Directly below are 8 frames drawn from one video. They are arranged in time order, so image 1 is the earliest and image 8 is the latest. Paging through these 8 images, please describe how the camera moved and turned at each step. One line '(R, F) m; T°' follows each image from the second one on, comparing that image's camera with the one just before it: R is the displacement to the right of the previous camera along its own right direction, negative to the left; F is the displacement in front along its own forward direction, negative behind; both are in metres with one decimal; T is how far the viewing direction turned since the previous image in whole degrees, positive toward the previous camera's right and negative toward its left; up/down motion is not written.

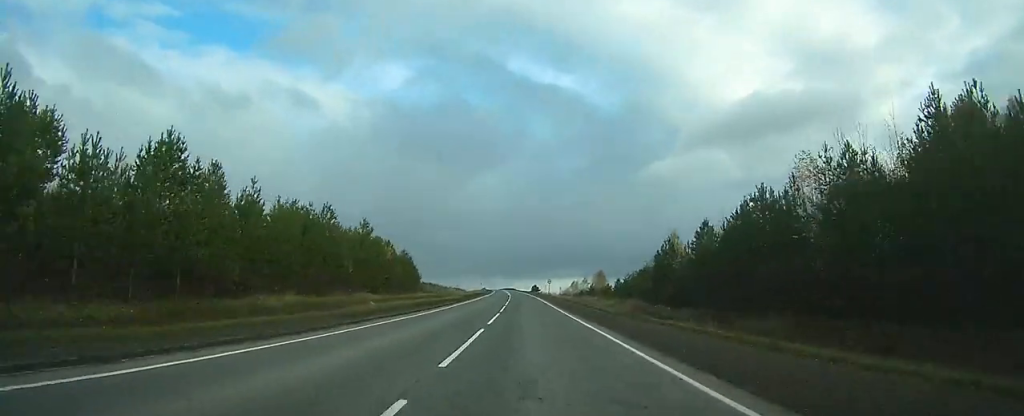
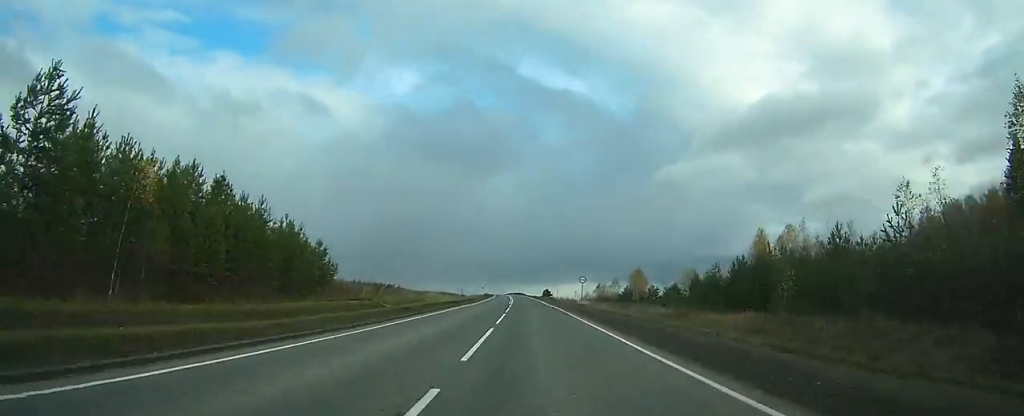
(-0.5, +47.4) m; -1°
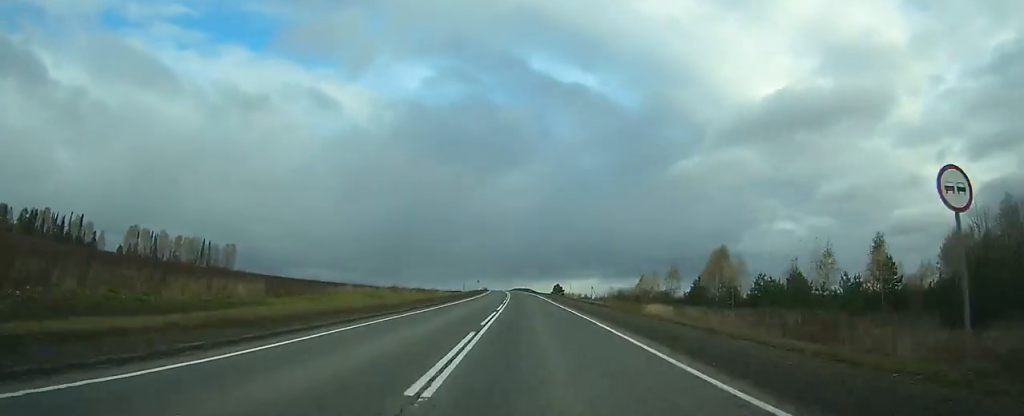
(-0.4, +53.1) m; -1°
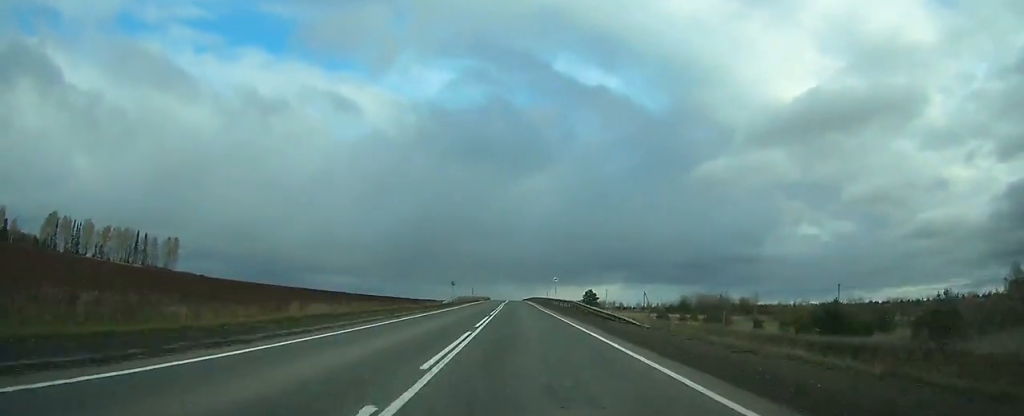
(-1.3, +94.8) m; -2°
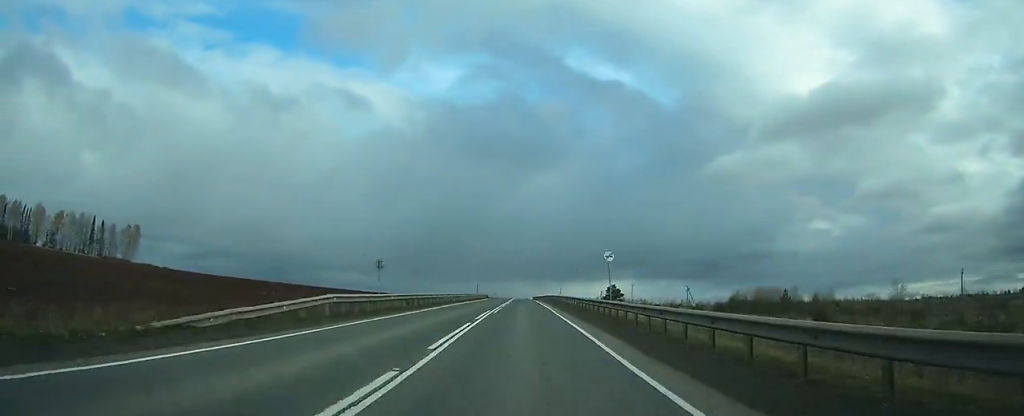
(-0.5, +45.7) m; -1°
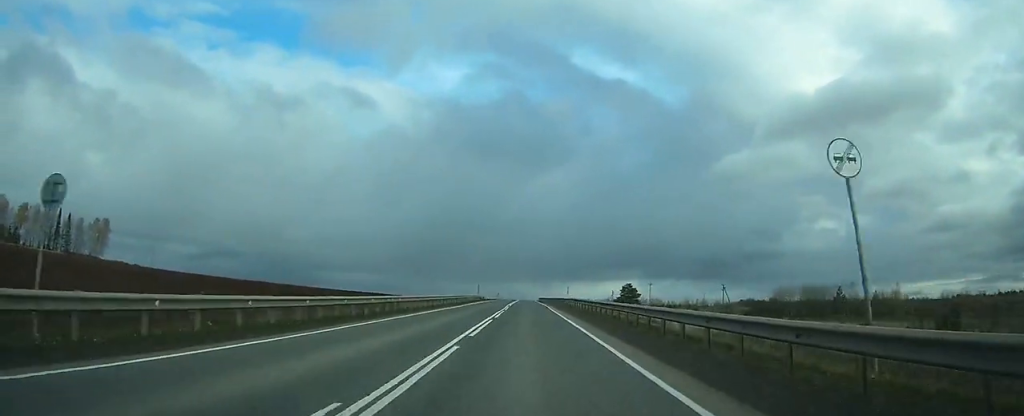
(-0.2, +27.6) m; 0°
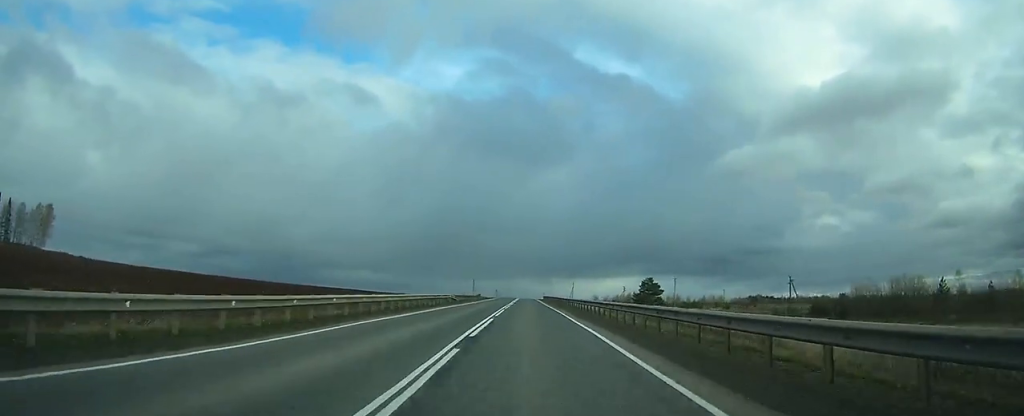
(-0.3, +37.3) m; 0°
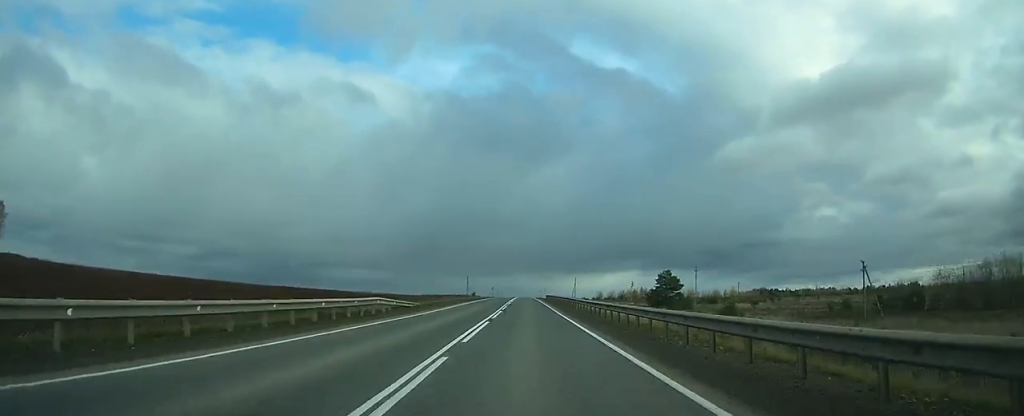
(-0.1, +25.4) m; 0°
